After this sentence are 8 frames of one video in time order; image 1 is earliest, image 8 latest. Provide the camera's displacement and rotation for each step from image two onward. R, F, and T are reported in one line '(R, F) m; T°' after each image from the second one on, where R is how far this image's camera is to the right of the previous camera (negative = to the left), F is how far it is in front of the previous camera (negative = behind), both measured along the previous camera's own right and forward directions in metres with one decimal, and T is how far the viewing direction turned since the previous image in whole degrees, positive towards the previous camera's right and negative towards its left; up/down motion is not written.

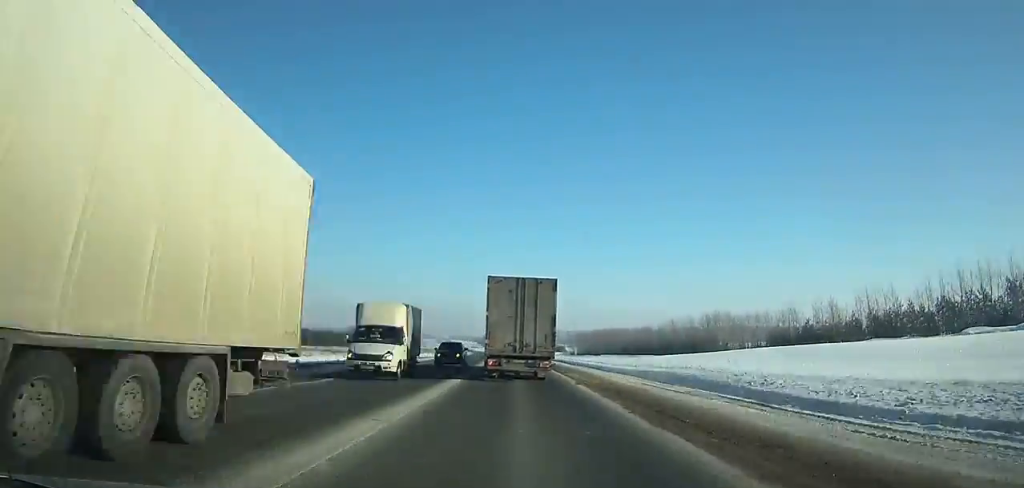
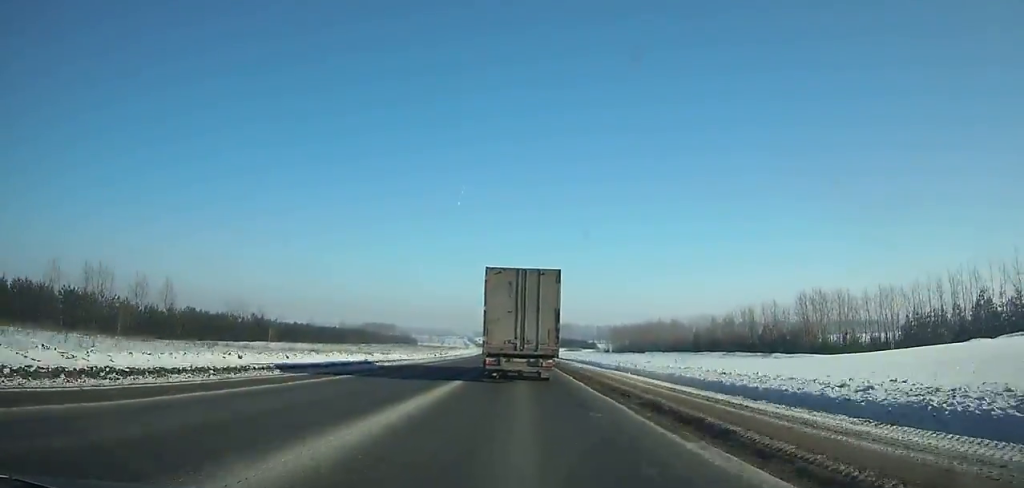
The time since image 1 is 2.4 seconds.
(-1.0, +52.0) m; -1°
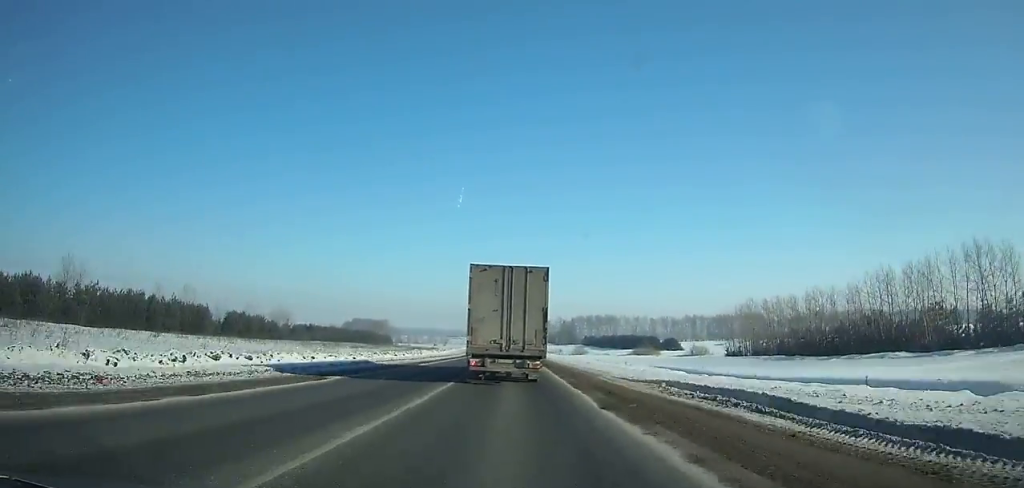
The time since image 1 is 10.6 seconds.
(-4.0, +181.4) m; -3°
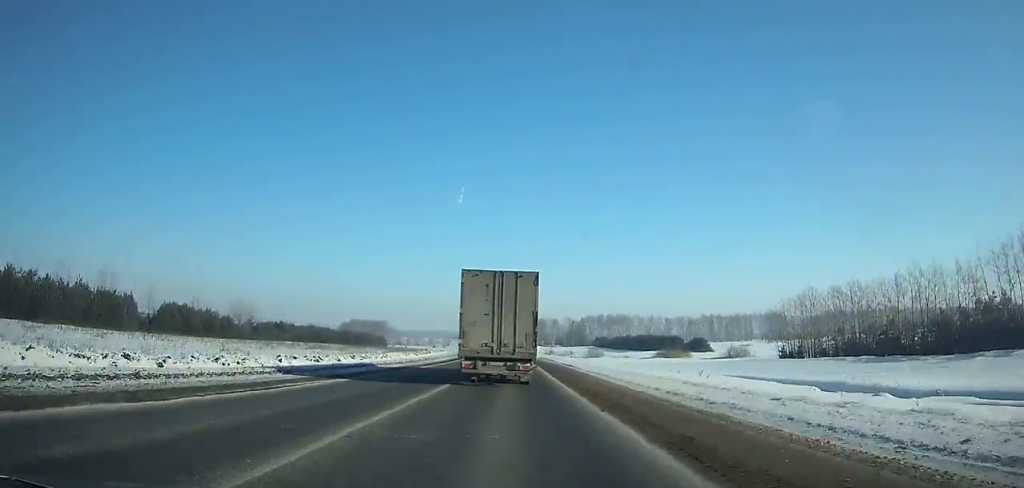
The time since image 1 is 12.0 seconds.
(-0.1, +31.7) m; -1°
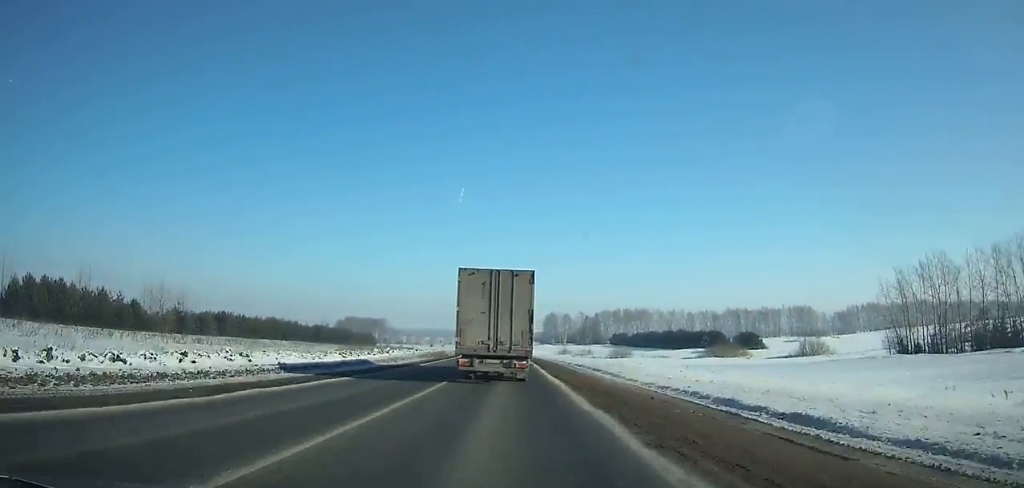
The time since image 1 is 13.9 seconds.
(-0.4, +43.6) m; -1°
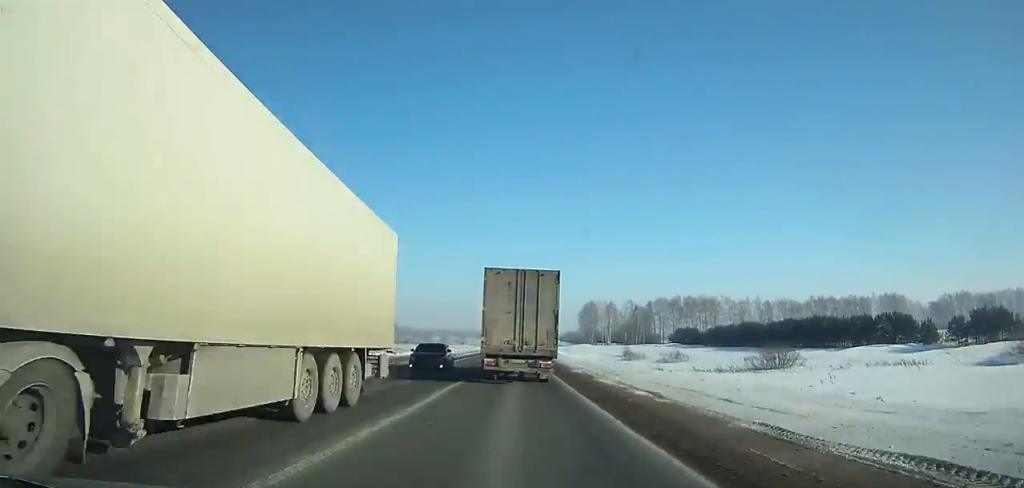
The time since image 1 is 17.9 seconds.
(-1.3, +93.4) m; -1°
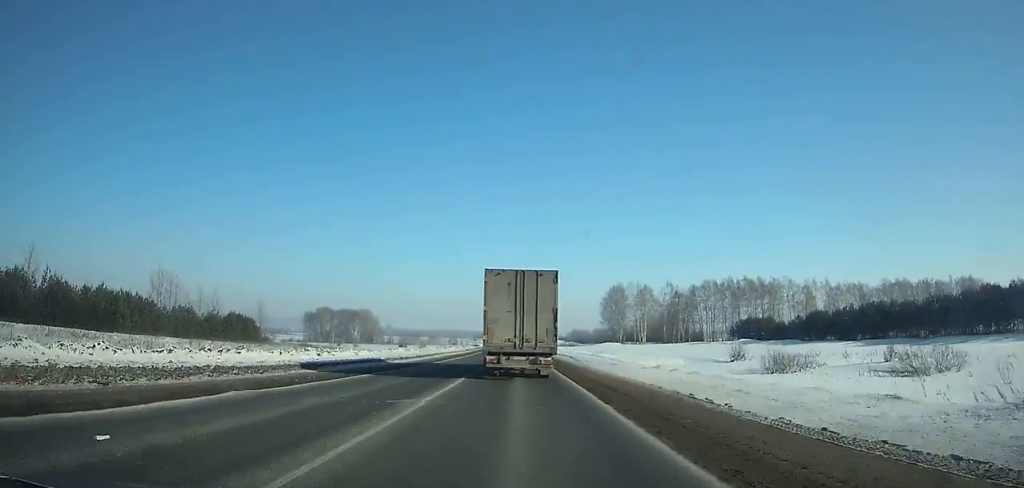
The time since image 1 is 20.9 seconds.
(0.0, +71.3) m; 0°
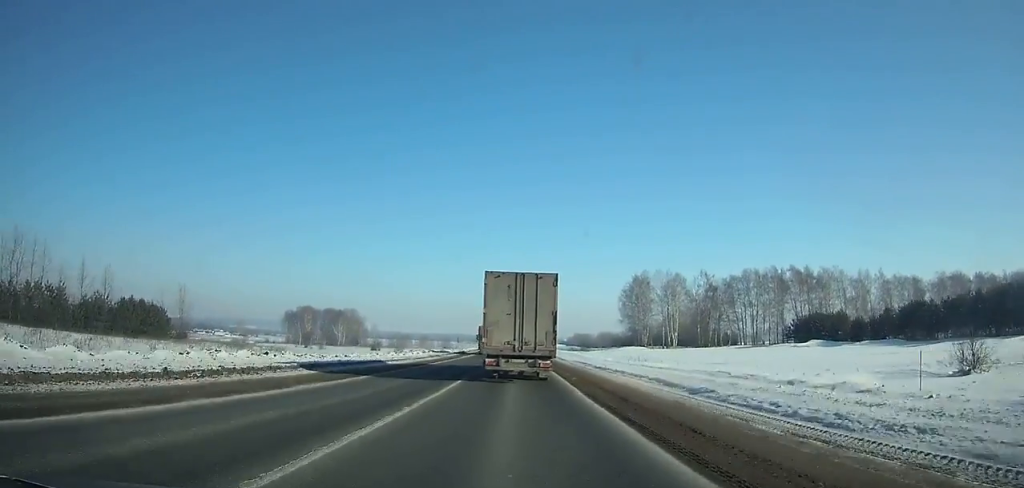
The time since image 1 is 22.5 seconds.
(0.0, +38.2) m; 0°
